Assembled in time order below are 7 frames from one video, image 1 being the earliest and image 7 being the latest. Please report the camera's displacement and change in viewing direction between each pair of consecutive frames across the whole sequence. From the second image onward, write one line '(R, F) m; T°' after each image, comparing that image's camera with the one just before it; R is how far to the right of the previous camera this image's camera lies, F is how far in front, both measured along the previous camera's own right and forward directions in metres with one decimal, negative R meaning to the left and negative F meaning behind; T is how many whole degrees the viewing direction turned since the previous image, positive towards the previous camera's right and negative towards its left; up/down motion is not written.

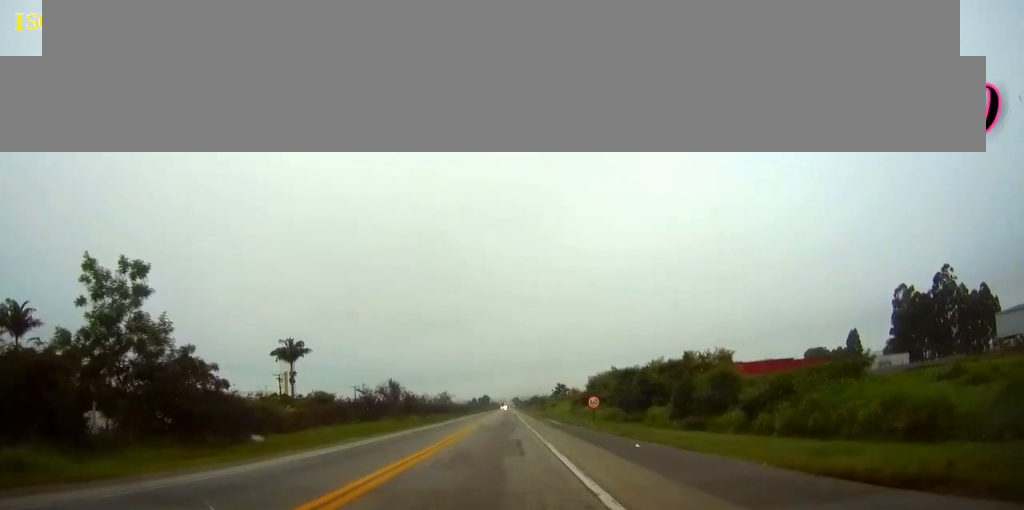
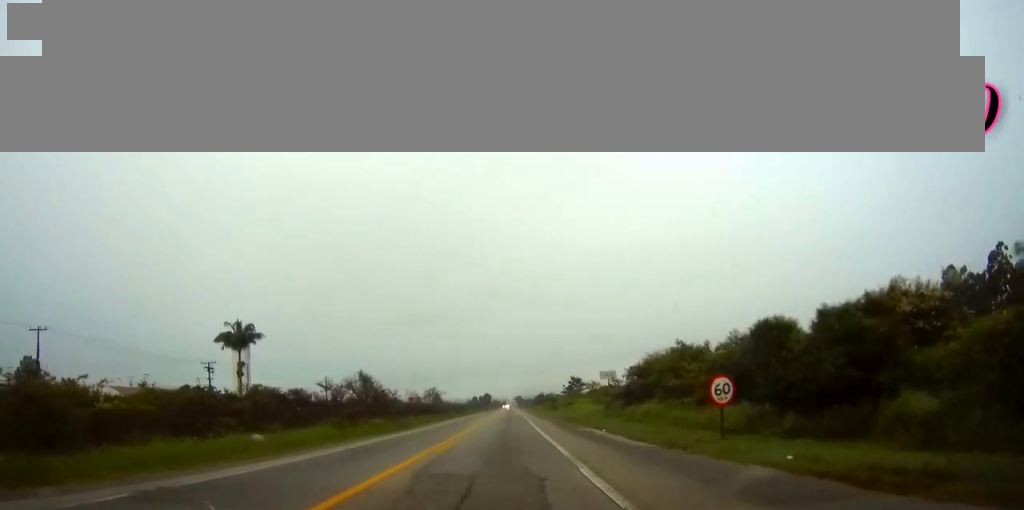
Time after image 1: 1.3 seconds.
(0.0, +30.6) m; 0°
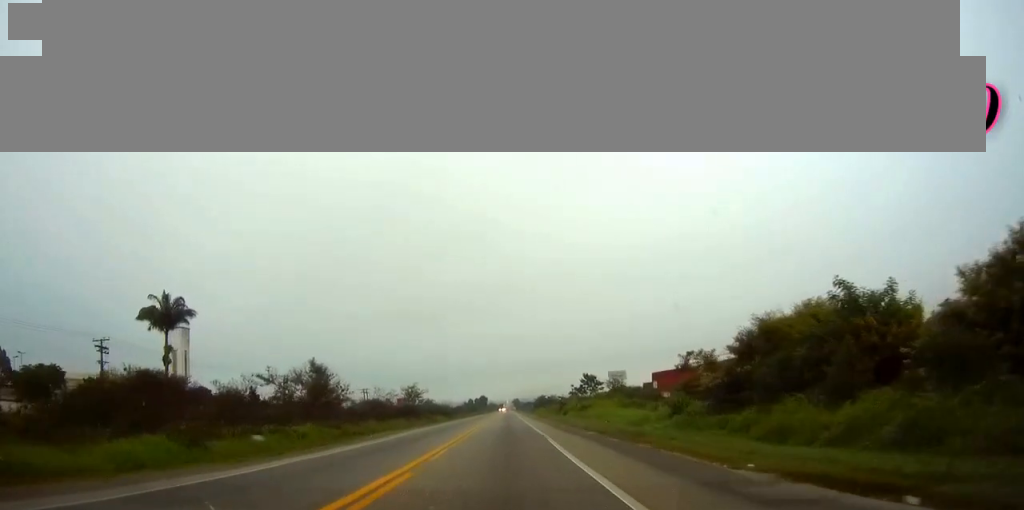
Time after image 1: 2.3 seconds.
(+0.1, +26.5) m; 0°
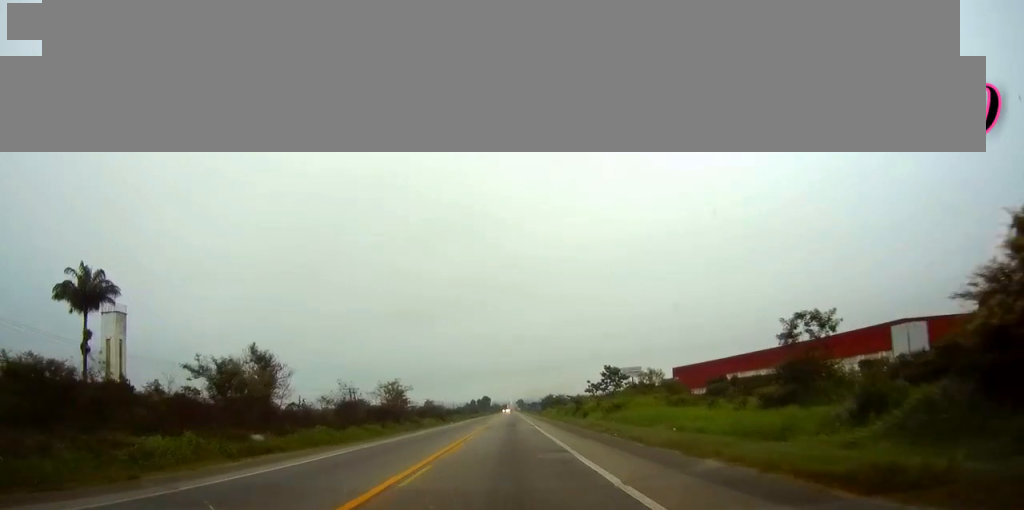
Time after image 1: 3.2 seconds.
(-0.1, +21.3) m; 0°
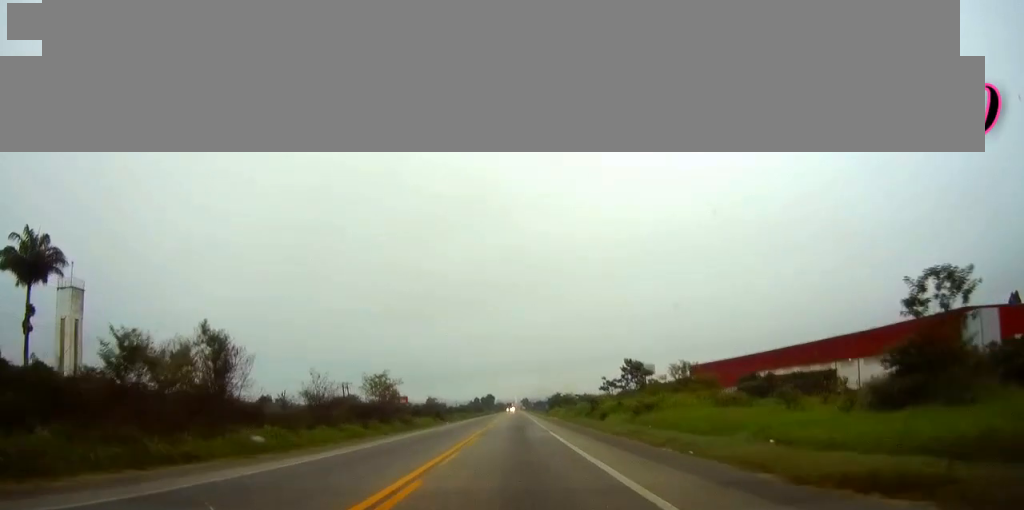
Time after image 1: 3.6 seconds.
(0.0, +12.0) m; 0°
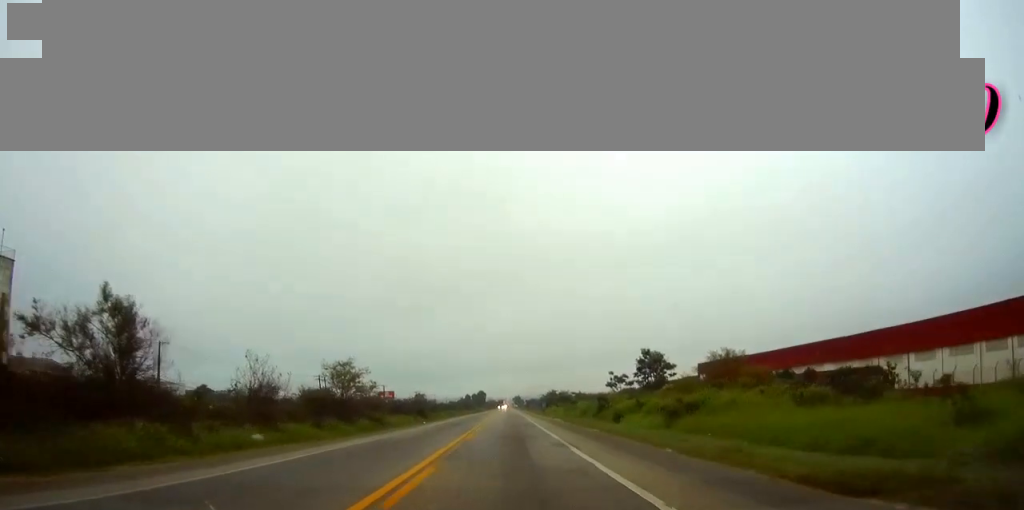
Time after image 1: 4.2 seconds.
(0.0, +13.9) m; 0°
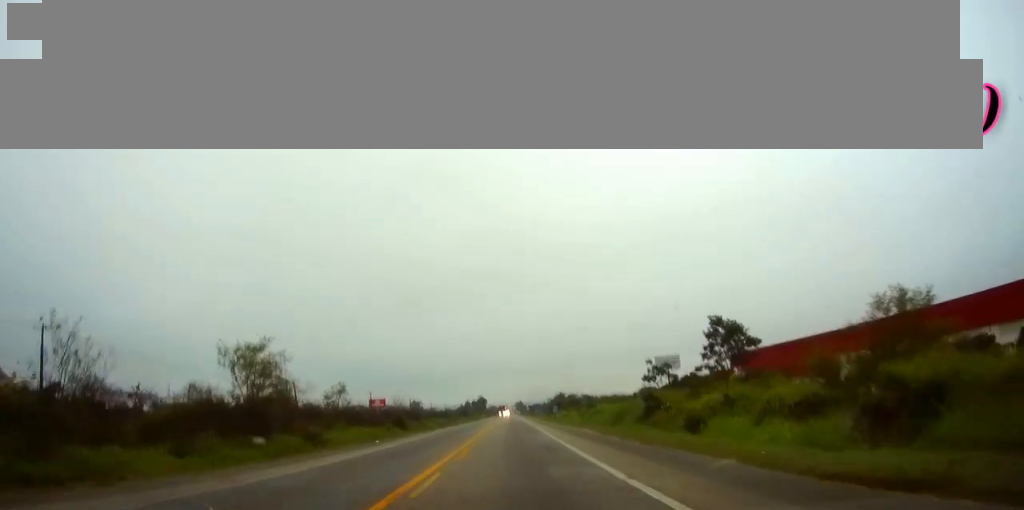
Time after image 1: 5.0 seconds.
(0.0, +22.8) m; 0°
